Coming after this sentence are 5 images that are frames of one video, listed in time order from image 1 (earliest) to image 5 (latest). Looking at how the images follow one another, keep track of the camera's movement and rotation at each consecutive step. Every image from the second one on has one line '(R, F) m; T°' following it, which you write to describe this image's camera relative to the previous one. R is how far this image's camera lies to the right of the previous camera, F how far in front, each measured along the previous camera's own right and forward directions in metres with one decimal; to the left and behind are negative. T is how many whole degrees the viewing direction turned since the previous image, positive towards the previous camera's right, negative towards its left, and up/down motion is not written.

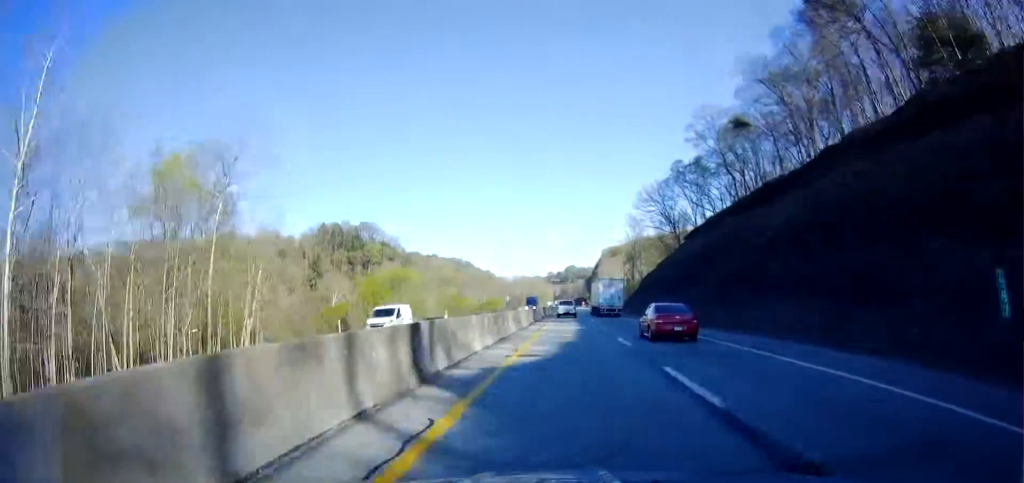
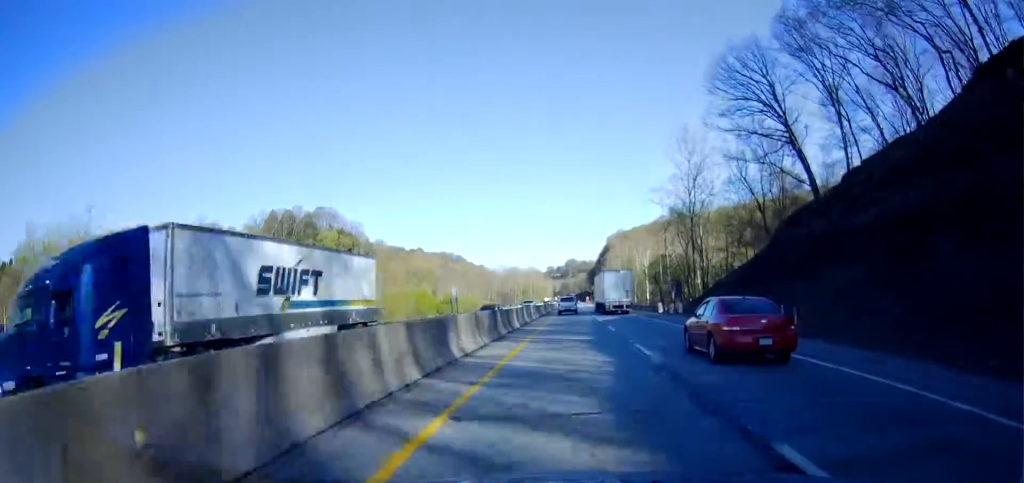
(+0.5, +80.8) m; 0°
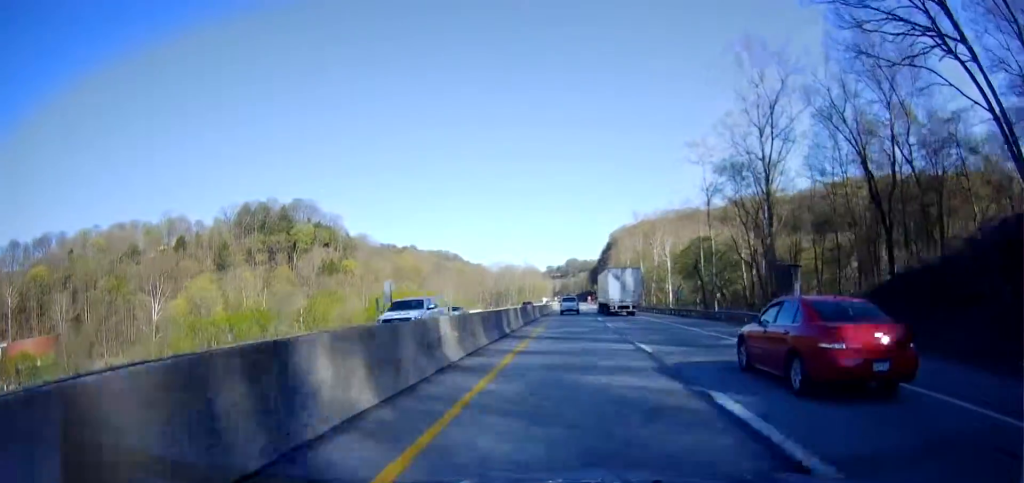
(-0.2, +33.8) m; 0°
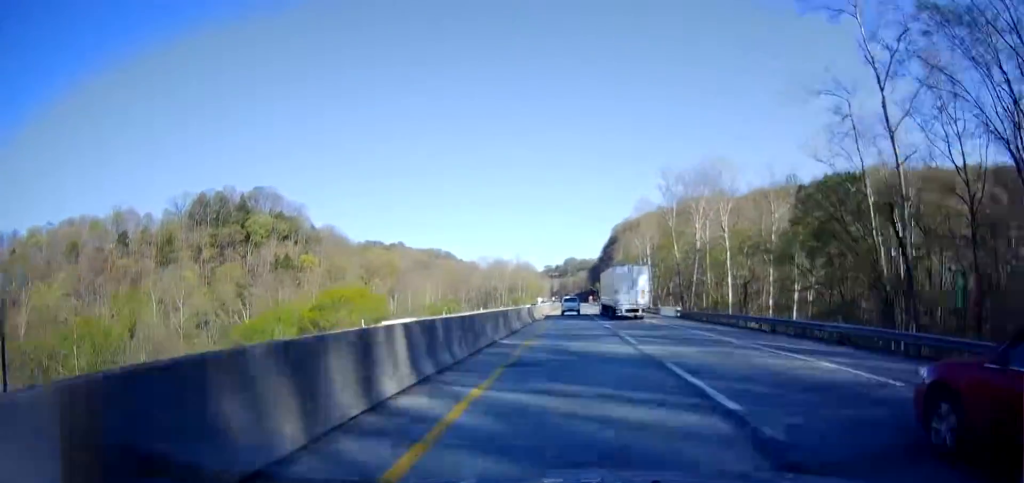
(+0.2, +44.9) m; 0°
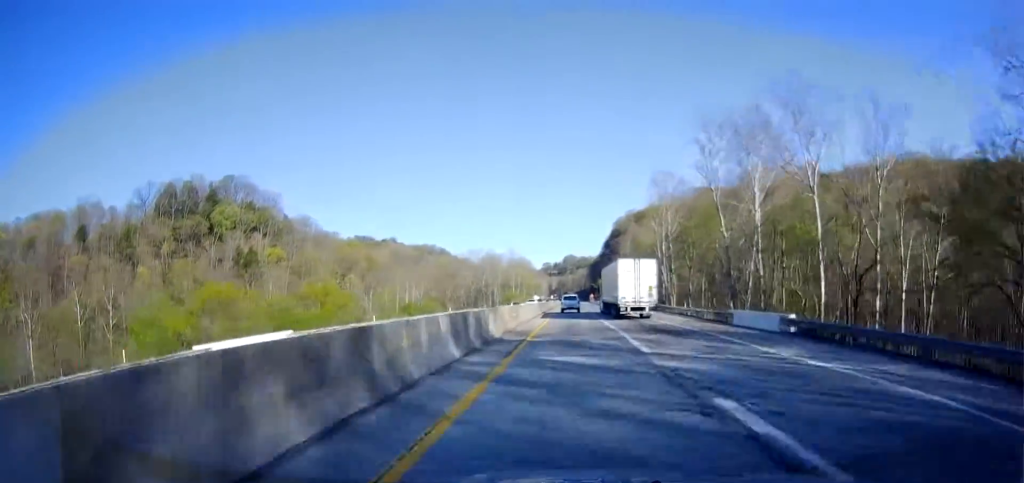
(0.0, +28.2) m; 0°
